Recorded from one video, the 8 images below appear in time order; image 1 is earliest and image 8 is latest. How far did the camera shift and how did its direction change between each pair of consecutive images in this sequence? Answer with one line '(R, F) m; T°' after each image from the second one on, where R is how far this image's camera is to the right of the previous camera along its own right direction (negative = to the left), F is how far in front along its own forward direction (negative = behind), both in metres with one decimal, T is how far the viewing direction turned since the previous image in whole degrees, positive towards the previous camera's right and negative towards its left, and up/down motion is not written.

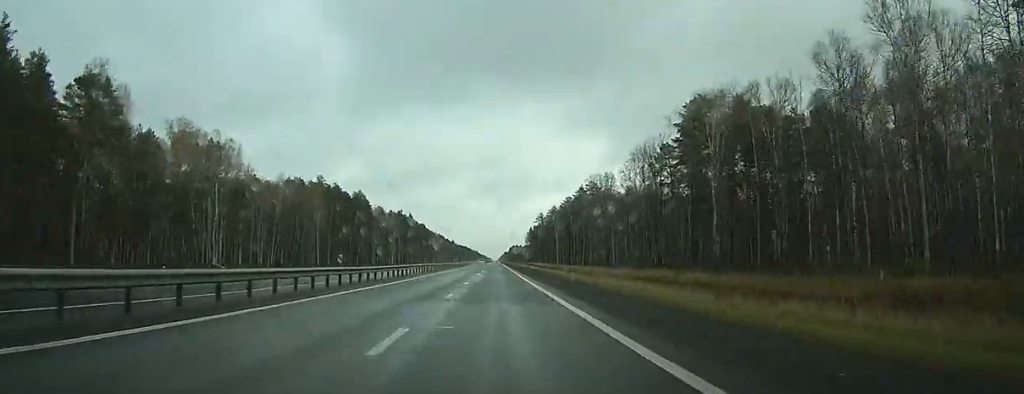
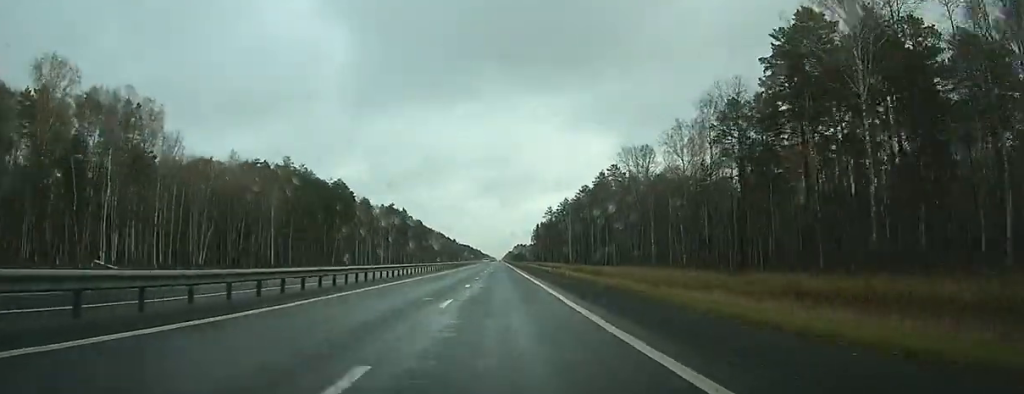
(-0.1, +40.4) m; 0°
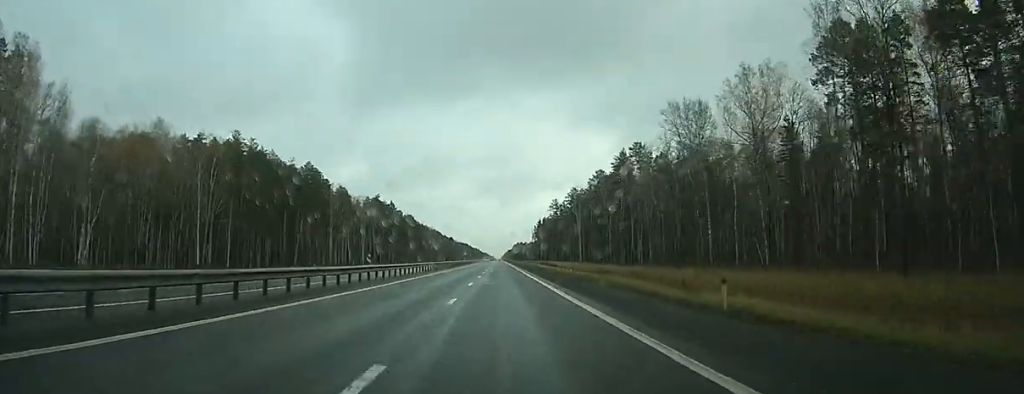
(-0.1, +37.3) m; 0°
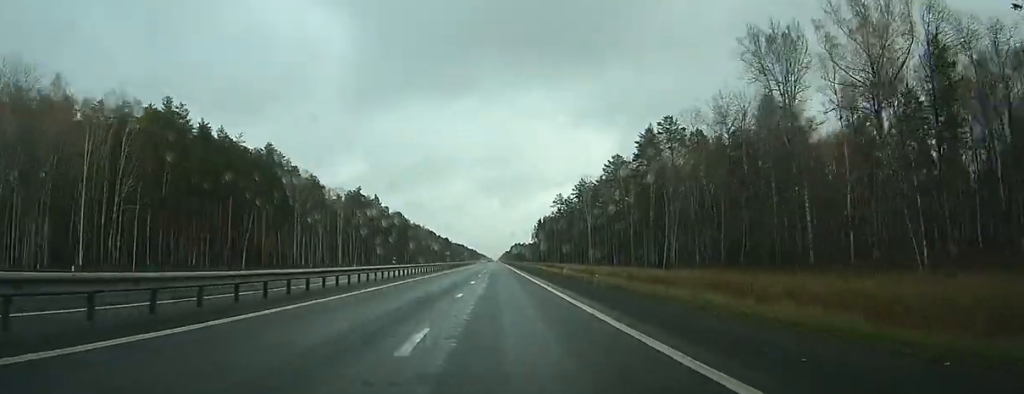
(+0.2, +33.2) m; 0°
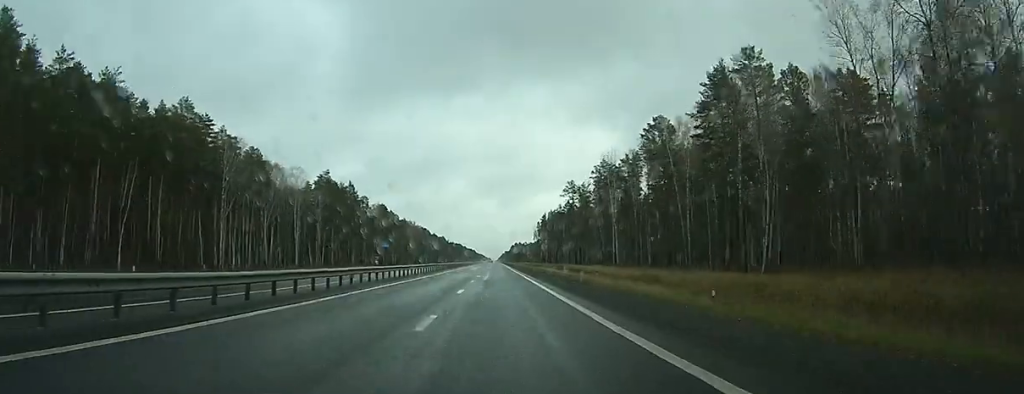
(+0.1, +45.9) m; 0°
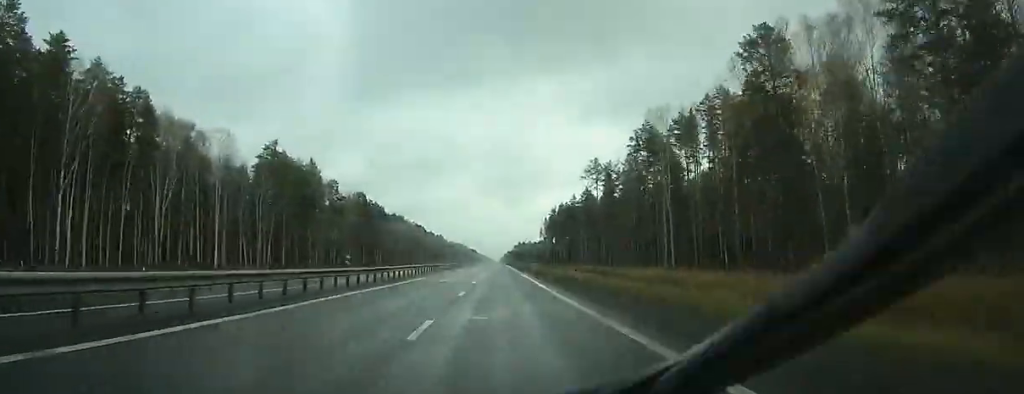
(0.0, +48.4) m; 0°
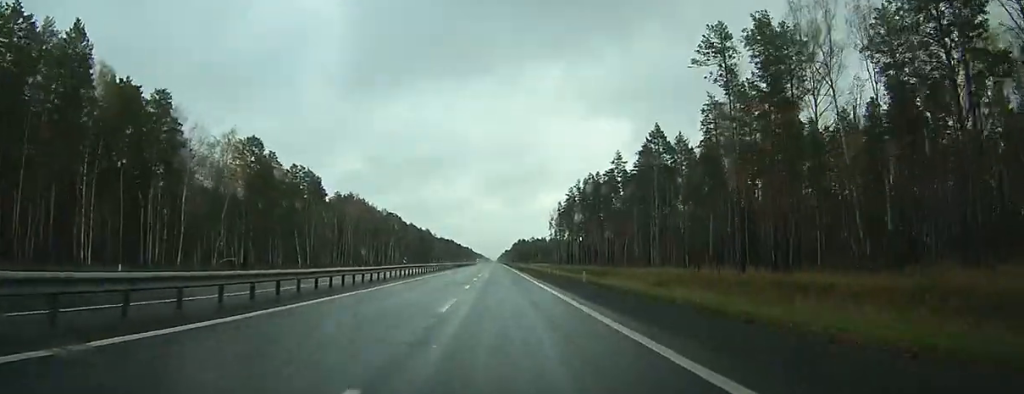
(-0.5, +98.2) m; 0°
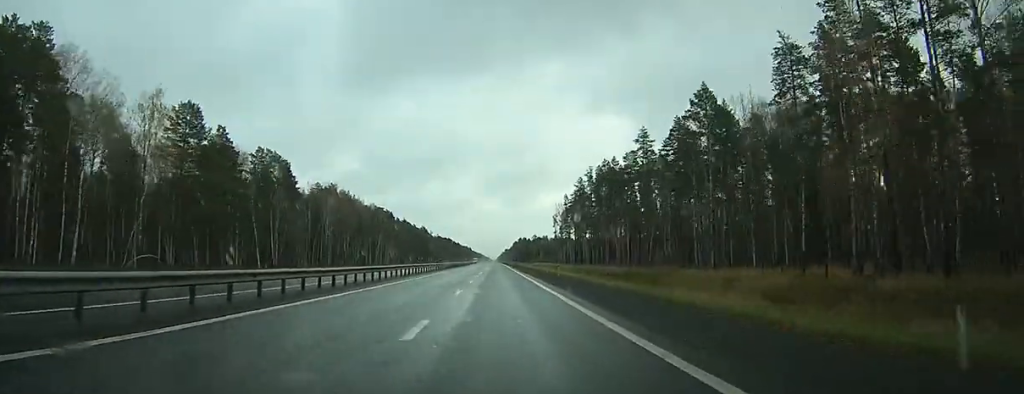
(0.0, +30.4) m; 0°
